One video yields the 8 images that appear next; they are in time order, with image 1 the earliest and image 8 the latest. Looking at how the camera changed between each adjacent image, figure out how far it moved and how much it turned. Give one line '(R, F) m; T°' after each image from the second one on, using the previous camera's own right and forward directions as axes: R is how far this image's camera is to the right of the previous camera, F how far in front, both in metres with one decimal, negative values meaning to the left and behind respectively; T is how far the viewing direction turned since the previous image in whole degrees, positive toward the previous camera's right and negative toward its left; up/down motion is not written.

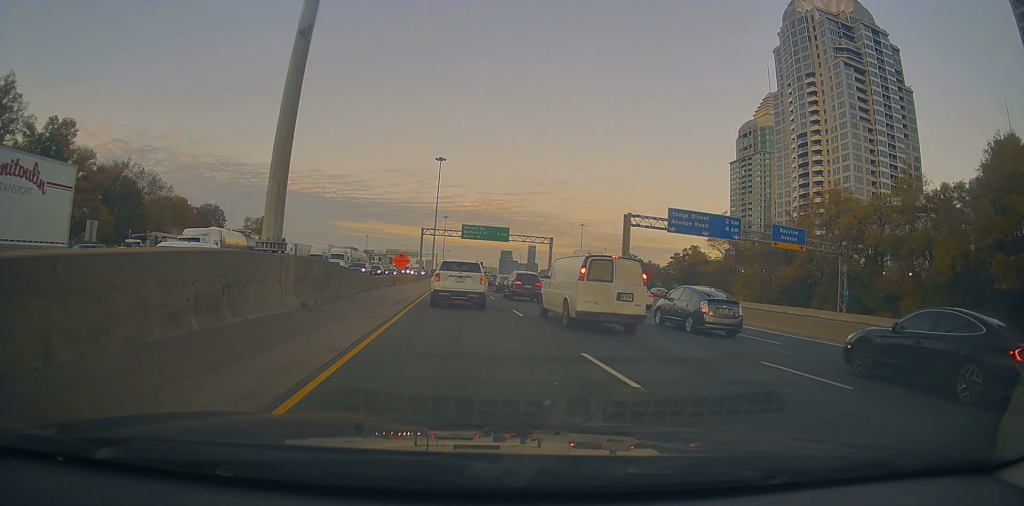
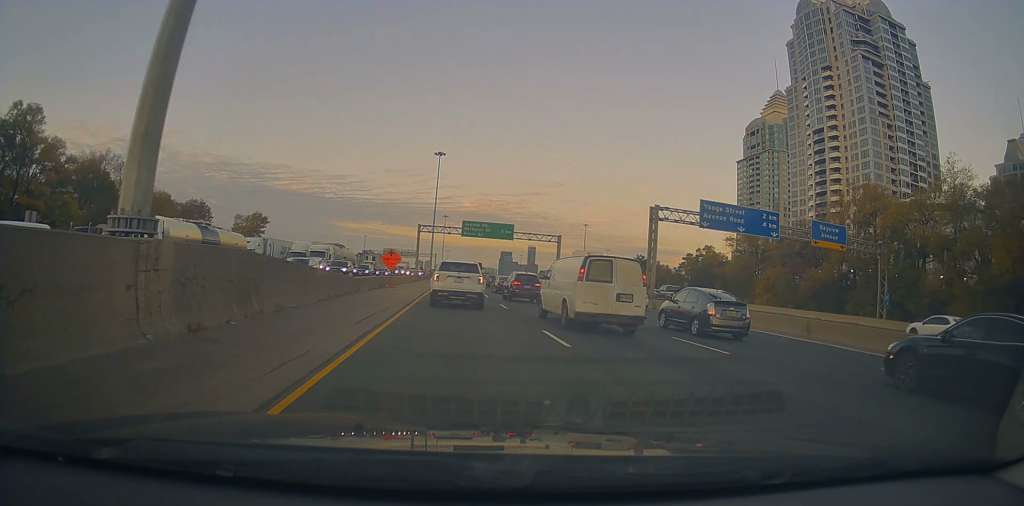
(+0.1, +7.9) m; -2°
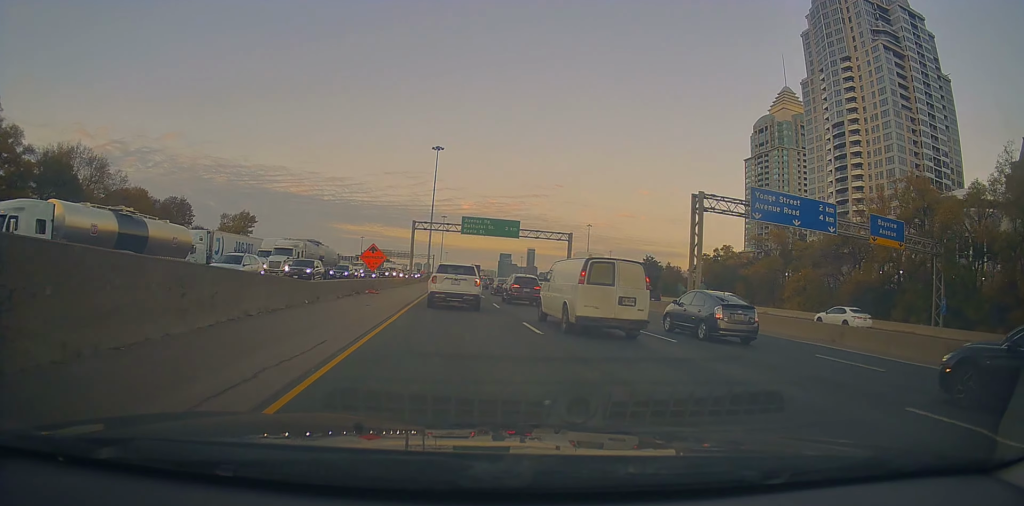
(0.0, +9.2) m; -2°
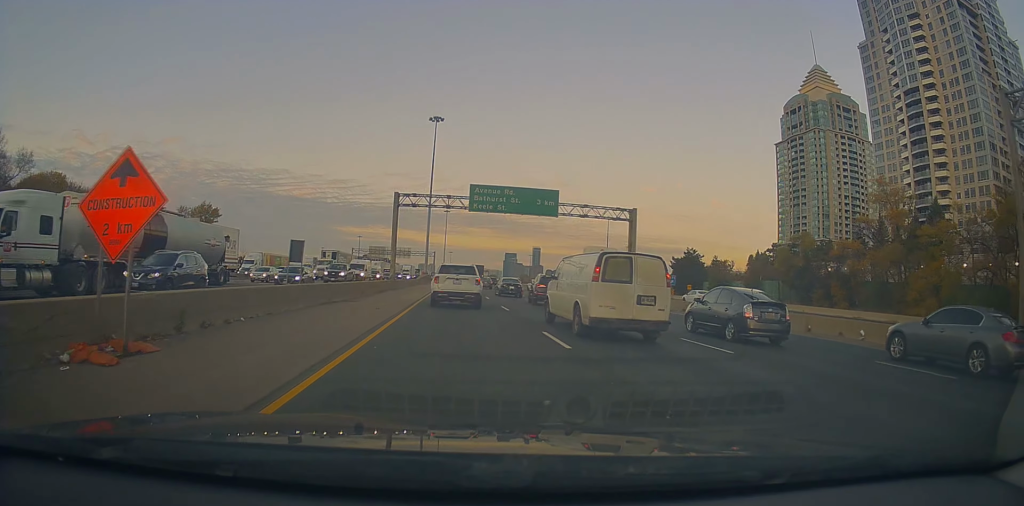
(+0.4, +26.9) m; +5°
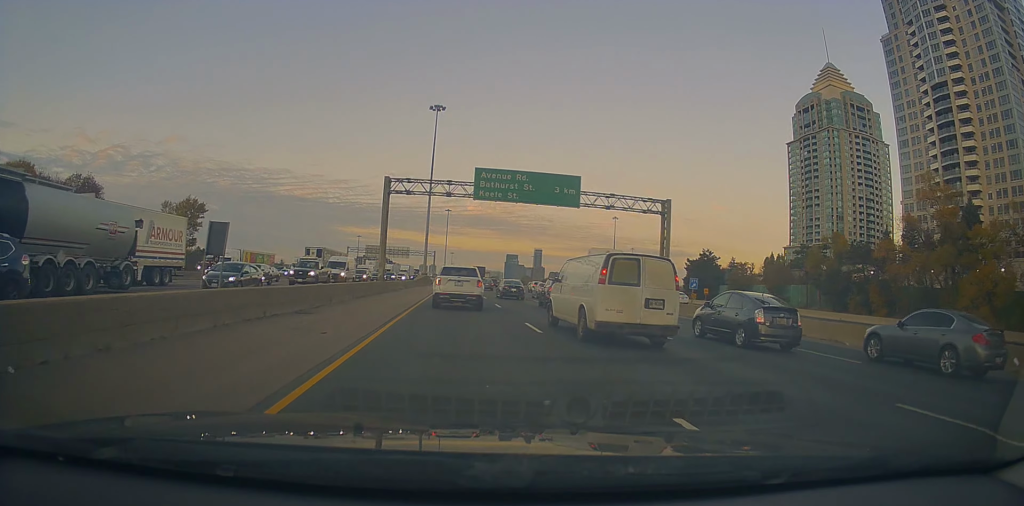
(+0.1, +8.3) m; -1°
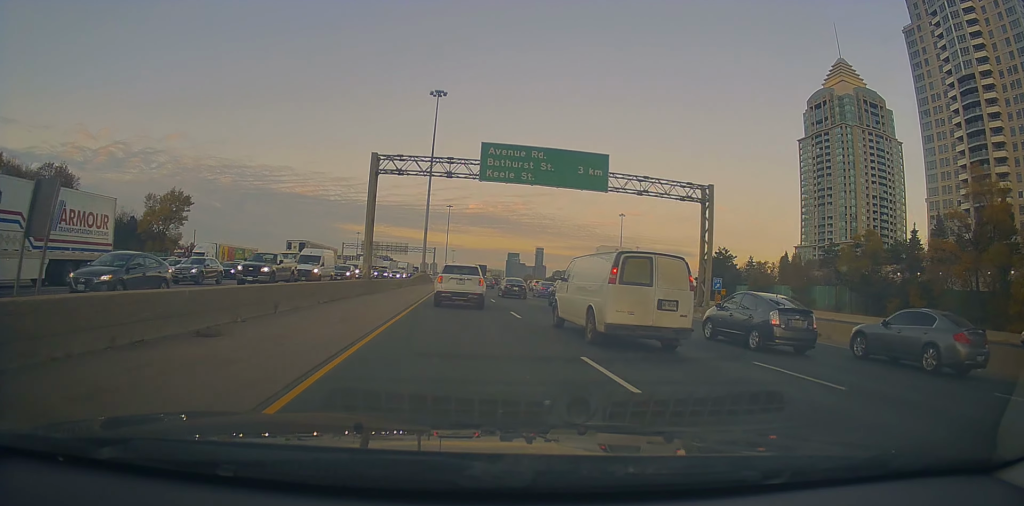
(-0.1, +7.6) m; -1°
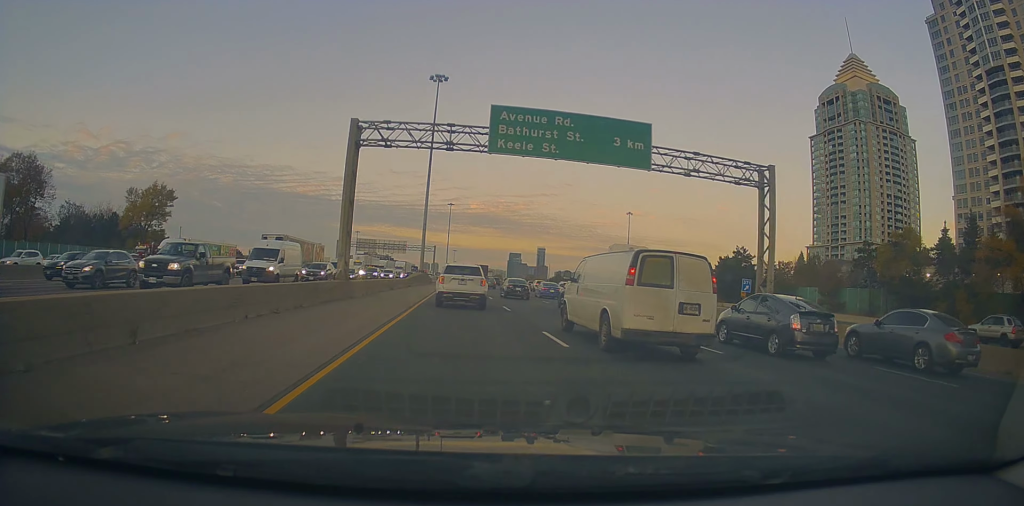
(-0.2, +7.7) m; -1°
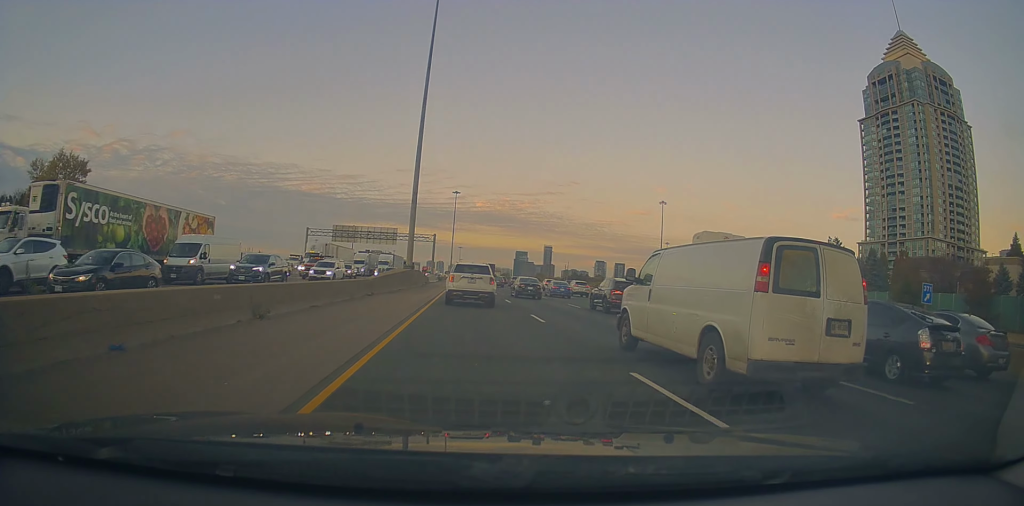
(+1.1, +30.0) m; +3°
